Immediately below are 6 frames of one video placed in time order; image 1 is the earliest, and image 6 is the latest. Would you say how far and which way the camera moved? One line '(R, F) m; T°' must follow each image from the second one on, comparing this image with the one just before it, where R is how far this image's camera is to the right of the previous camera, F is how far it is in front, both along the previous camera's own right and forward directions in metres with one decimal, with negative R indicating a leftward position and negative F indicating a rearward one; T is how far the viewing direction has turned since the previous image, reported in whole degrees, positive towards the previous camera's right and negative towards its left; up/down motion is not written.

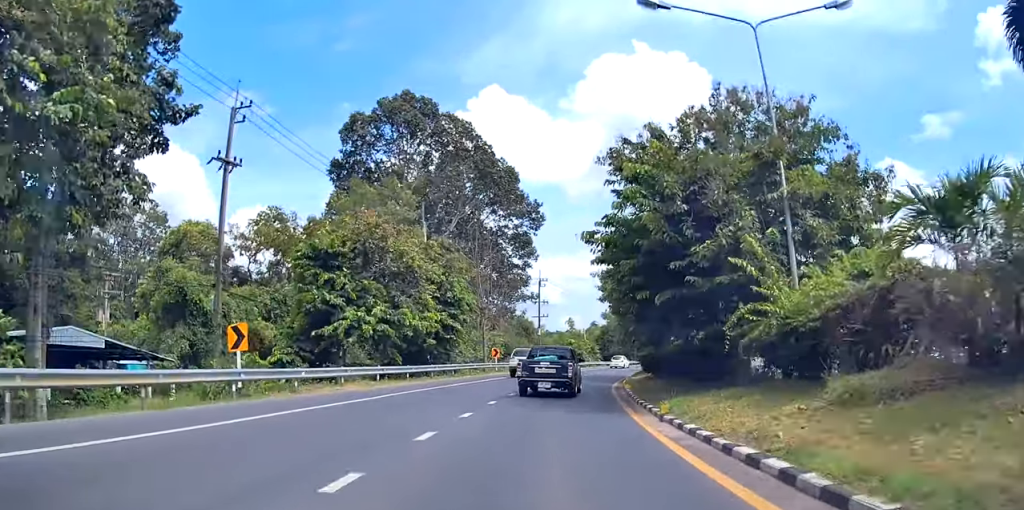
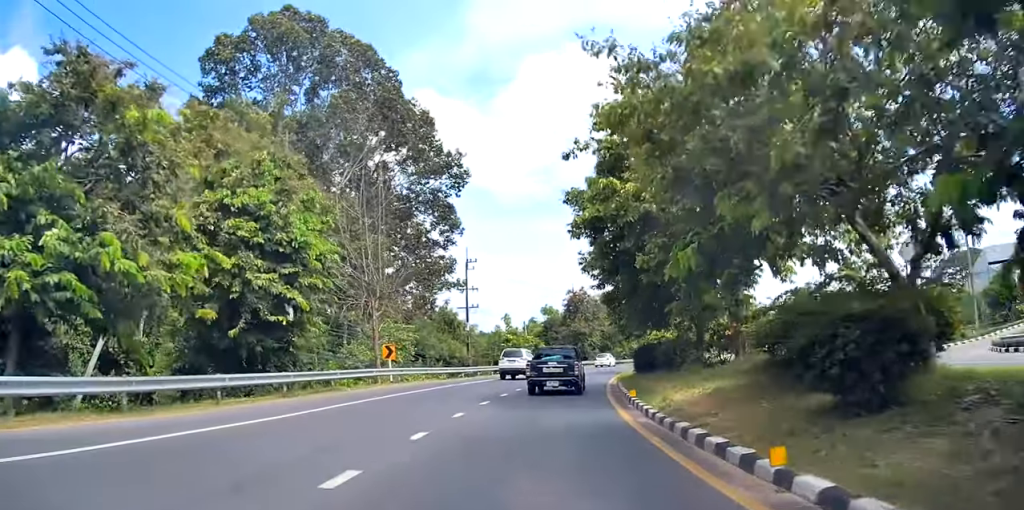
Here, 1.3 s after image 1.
(+1.4, +21.3) m; +7°
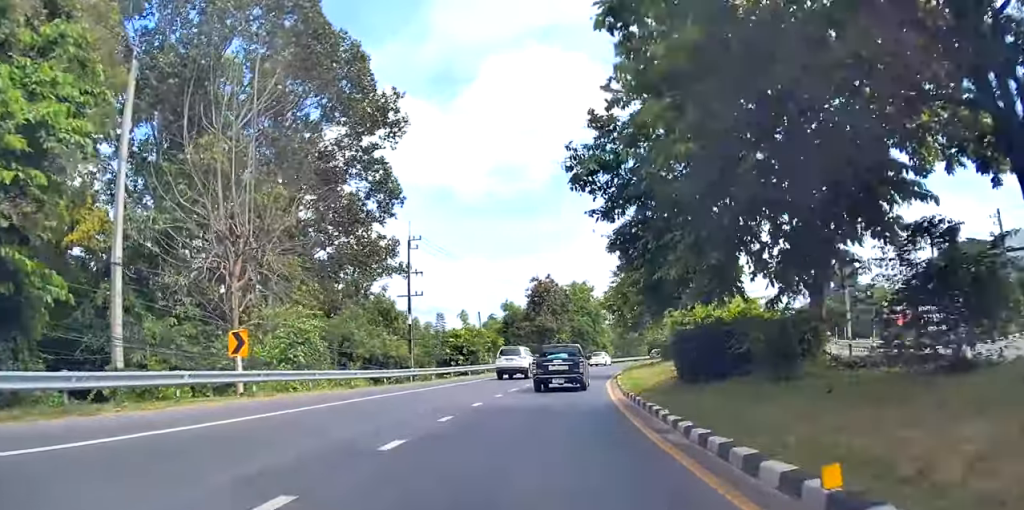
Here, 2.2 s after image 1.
(+0.5, +14.4) m; +3°
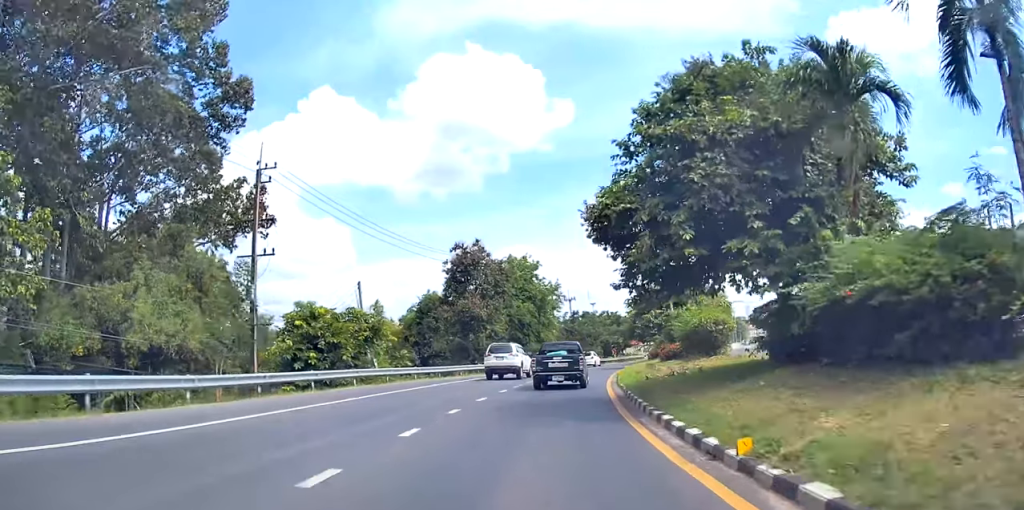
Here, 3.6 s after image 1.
(+0.5, +23.2) m; +4°
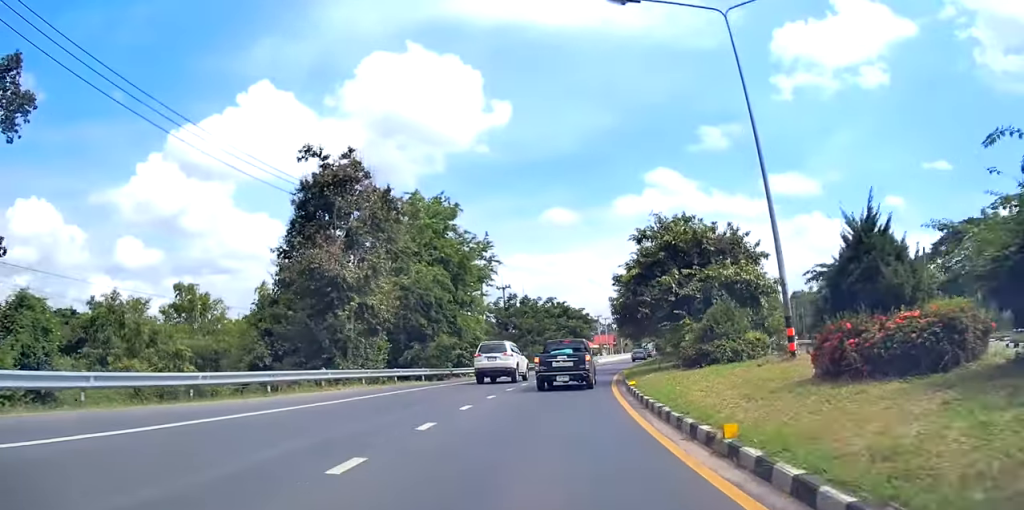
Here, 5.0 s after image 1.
(+1.2, +23.2) m; +5°
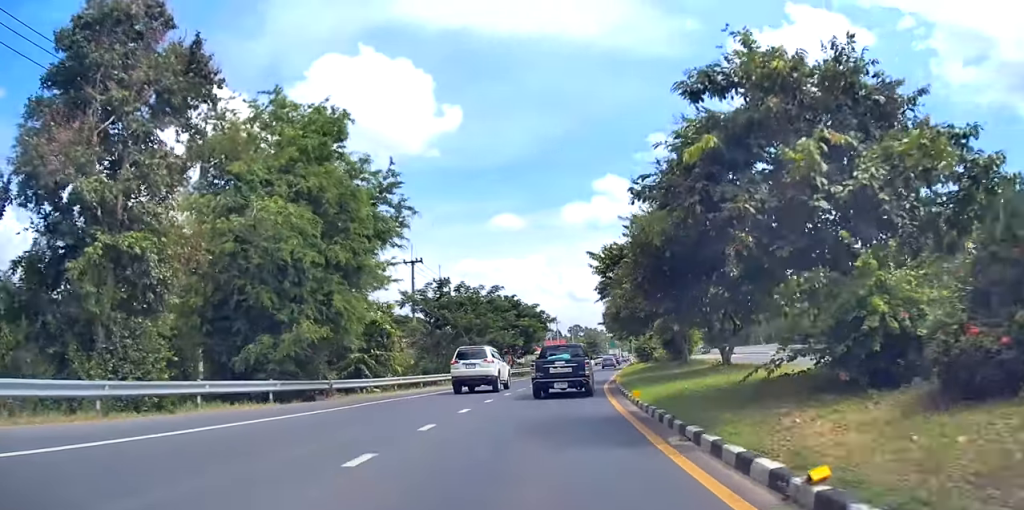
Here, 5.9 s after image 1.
(+0.1, +14.9) m; +4°
